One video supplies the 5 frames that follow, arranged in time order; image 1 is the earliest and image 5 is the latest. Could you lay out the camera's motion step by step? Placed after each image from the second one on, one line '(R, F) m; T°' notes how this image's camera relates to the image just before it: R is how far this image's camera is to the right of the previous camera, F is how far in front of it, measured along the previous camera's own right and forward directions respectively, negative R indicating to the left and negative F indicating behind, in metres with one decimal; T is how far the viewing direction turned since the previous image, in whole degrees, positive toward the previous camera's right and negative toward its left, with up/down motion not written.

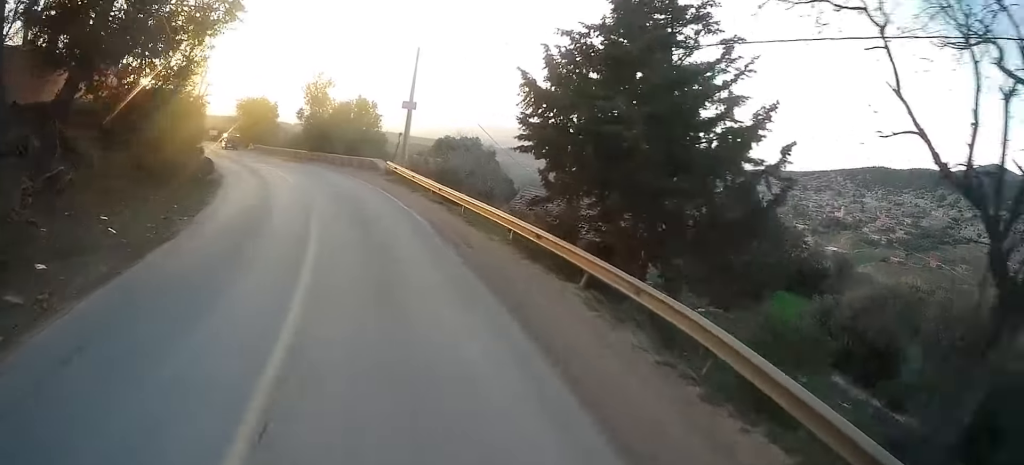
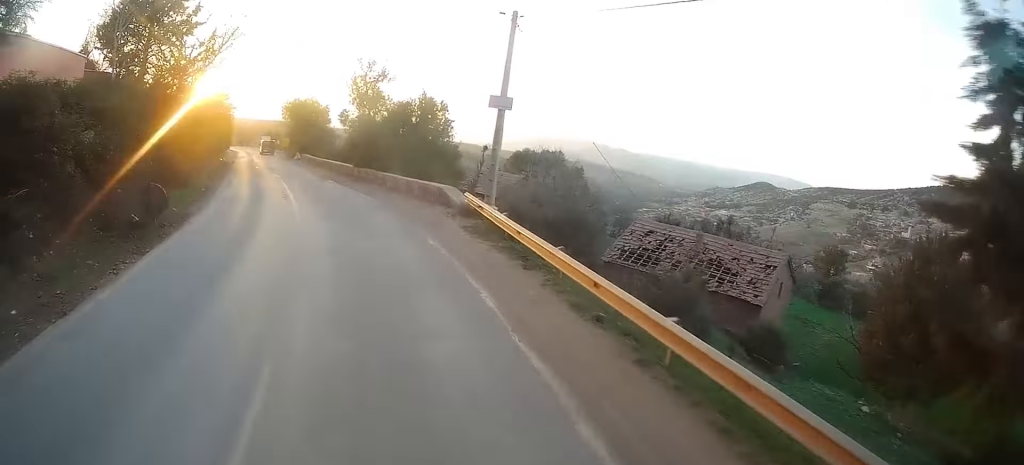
(-0.2, +12.0) m; -6°
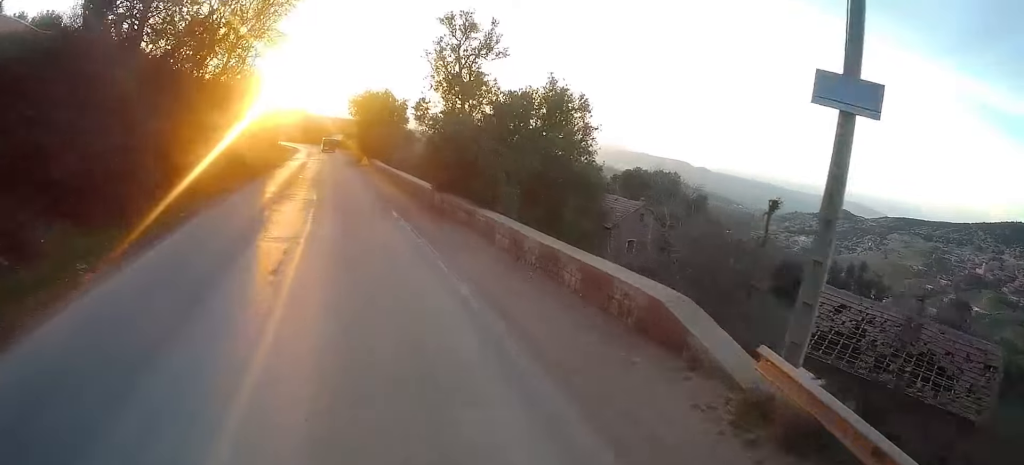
(-1.6, +12.8) m; -10°
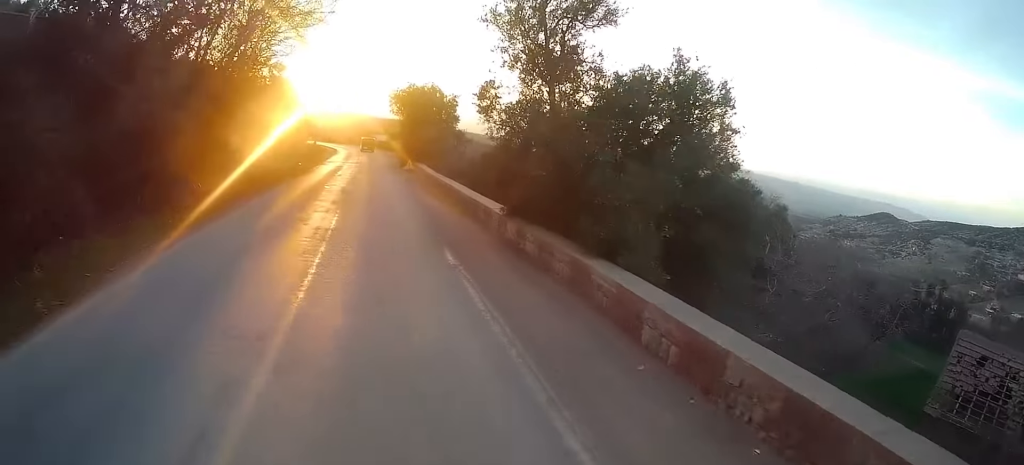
(-0.1, +7.1) m; -1°
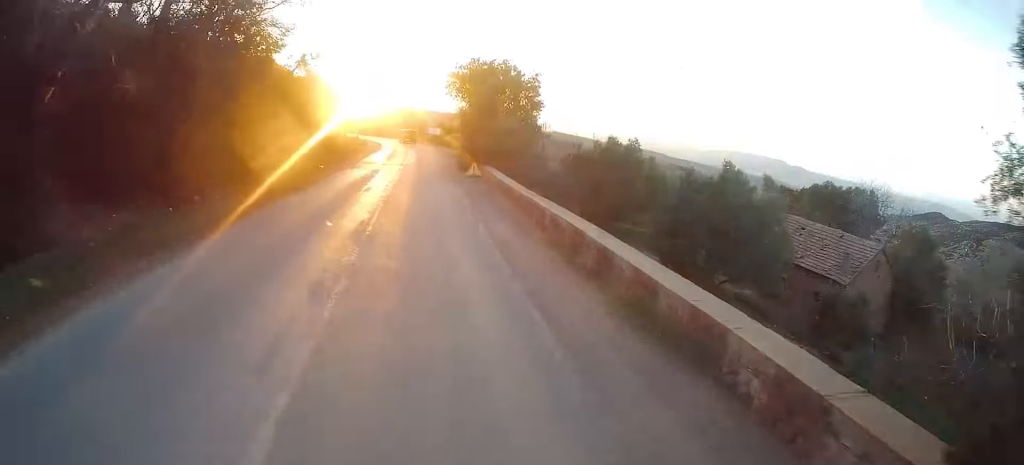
(-0.2, +13.4) m; 0°
